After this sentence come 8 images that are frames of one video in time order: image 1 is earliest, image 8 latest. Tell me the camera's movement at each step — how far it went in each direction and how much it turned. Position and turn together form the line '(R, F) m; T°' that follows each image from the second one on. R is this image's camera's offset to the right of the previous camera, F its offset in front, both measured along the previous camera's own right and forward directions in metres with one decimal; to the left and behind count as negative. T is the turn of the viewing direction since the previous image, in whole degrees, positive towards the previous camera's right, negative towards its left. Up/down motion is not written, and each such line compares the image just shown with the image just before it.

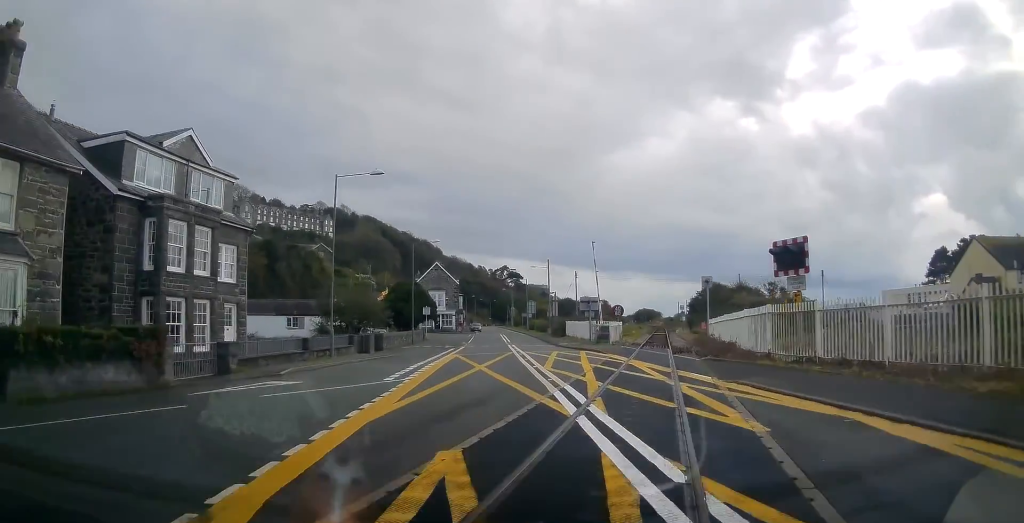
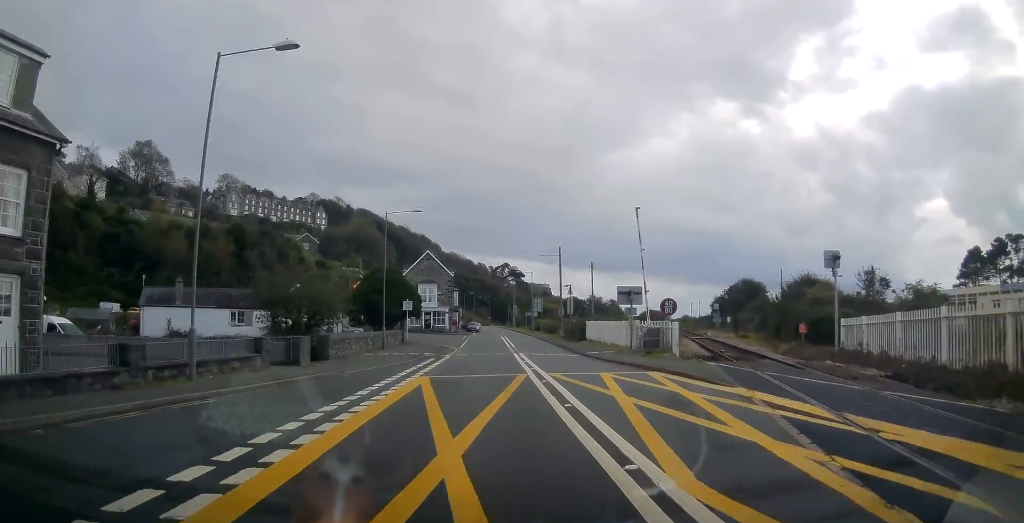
(0.0, +13.3) m; 0°
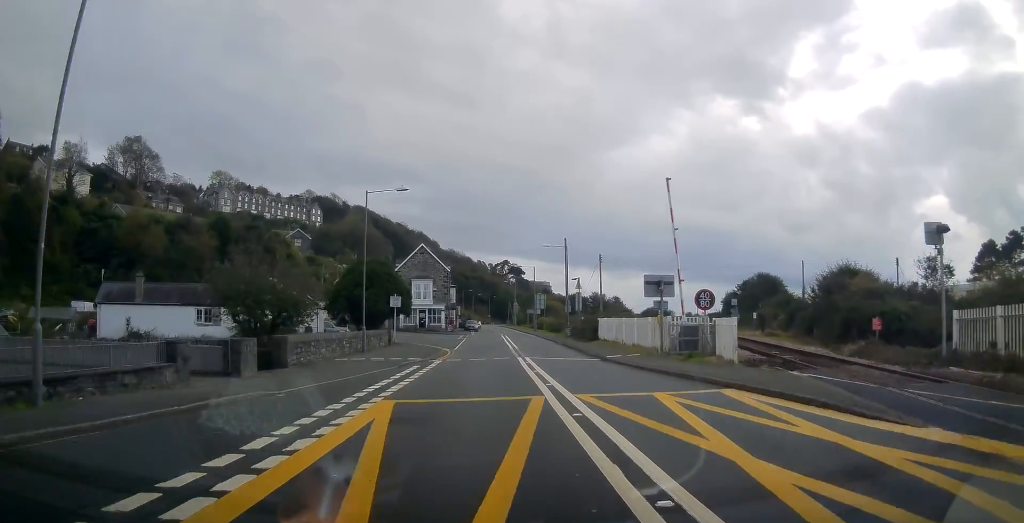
(0.0, +5.7) m; 0°
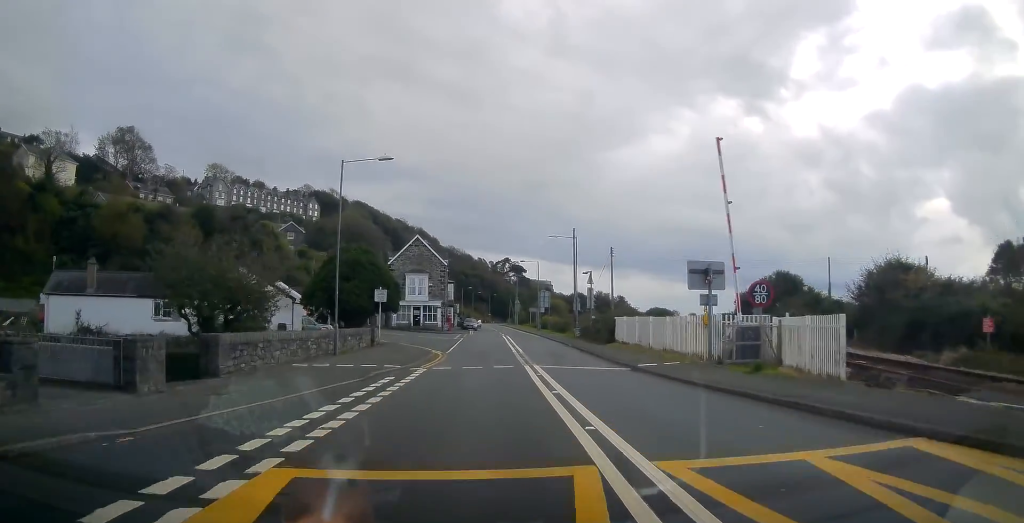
(0.0, +5.7) m; 0°
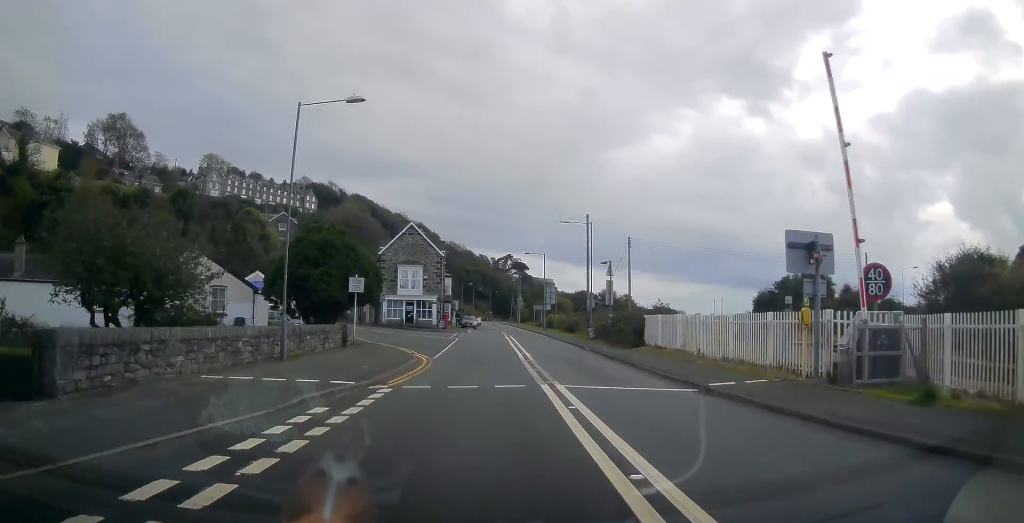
(-0.1, +6.9) m; 0°
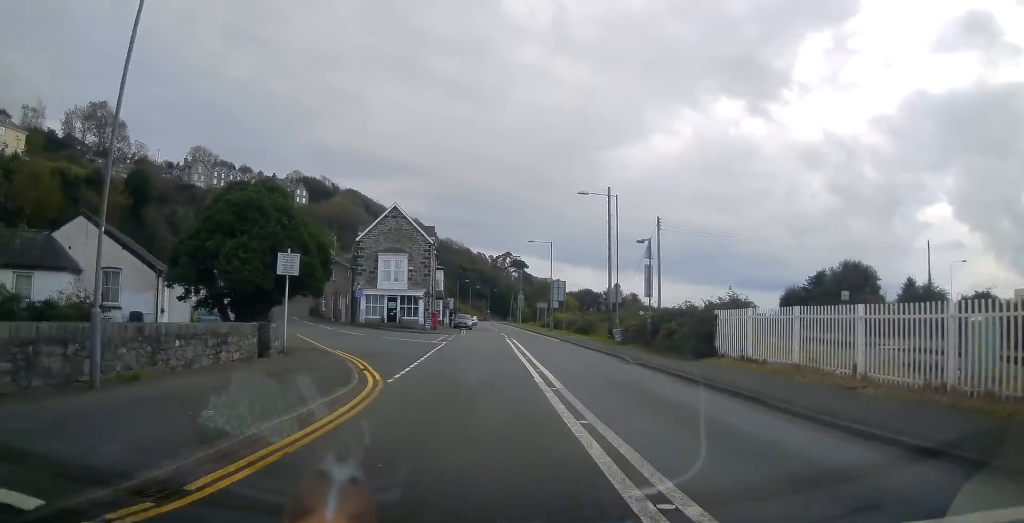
(0.0, +9.9) m; 0°
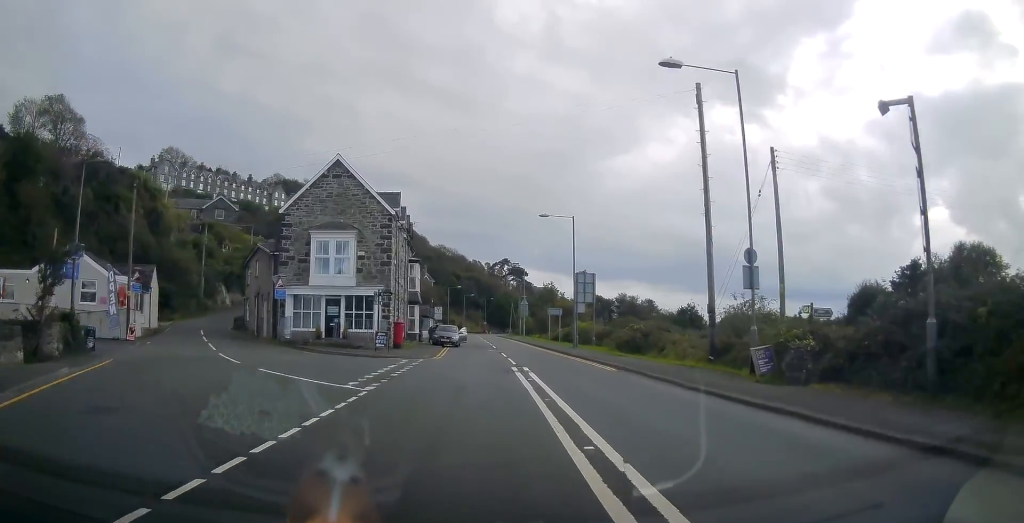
(+0.1, +18.8) m; 0°
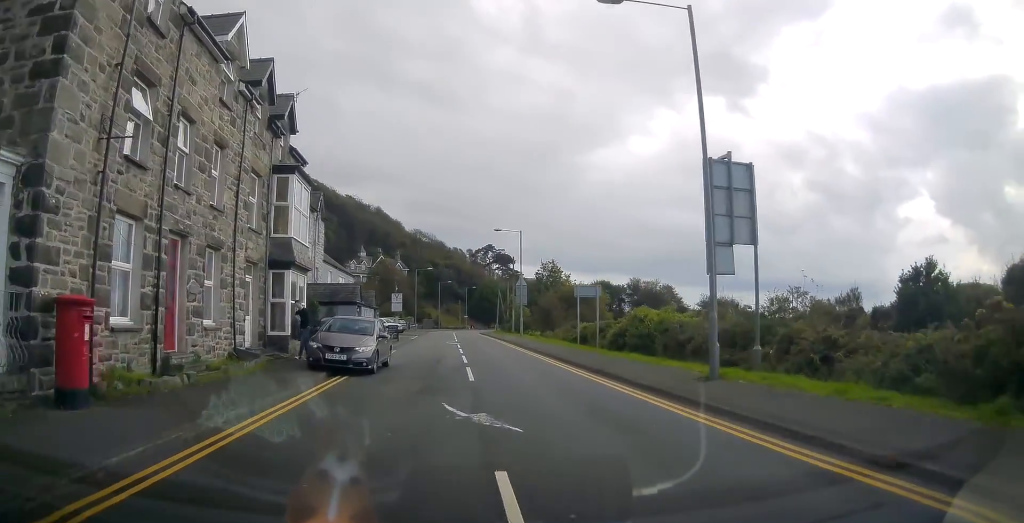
(+0.1, +26.1) m; +1°
